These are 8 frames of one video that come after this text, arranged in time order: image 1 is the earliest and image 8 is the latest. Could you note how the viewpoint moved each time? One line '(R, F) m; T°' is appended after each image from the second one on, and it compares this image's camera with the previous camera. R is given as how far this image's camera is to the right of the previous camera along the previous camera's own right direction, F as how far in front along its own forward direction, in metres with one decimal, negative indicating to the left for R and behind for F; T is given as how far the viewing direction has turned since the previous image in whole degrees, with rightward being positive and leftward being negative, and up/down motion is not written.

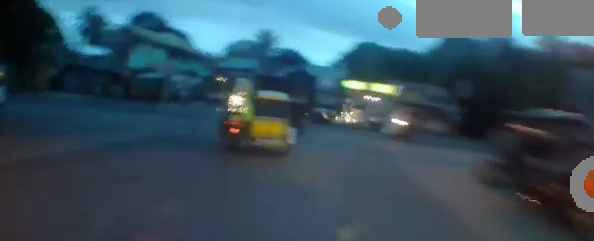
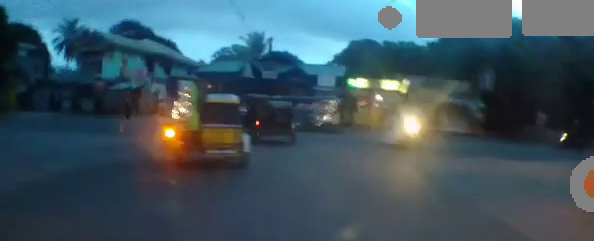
(0.0, +3.8) m; -9°
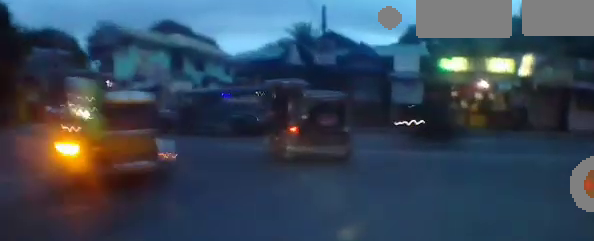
(-1.2, +5.5) m; -17°
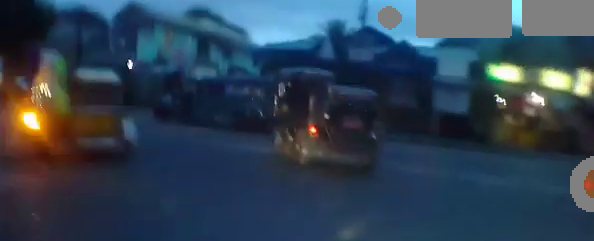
(+0.2, +1.4) m; -2°
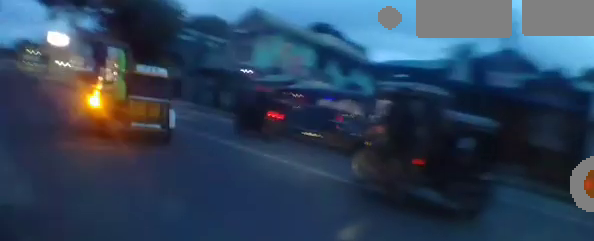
(-0.3, +1.7) m; -14°
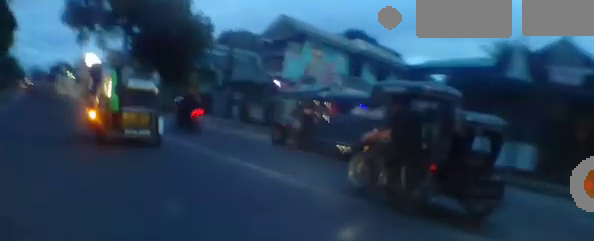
(-0.2, +1.7) m; -13°
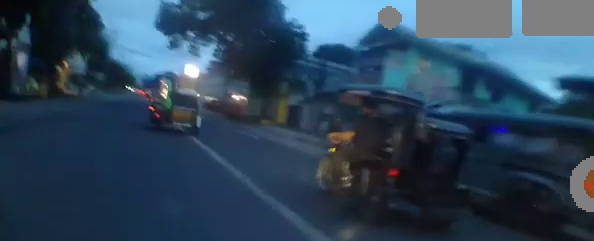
(-0.5, +3.5) m; -12°
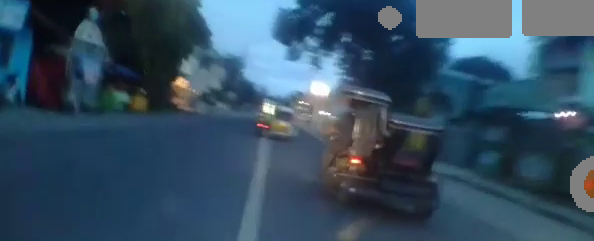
(-0.4, +6.1) m; -13°
